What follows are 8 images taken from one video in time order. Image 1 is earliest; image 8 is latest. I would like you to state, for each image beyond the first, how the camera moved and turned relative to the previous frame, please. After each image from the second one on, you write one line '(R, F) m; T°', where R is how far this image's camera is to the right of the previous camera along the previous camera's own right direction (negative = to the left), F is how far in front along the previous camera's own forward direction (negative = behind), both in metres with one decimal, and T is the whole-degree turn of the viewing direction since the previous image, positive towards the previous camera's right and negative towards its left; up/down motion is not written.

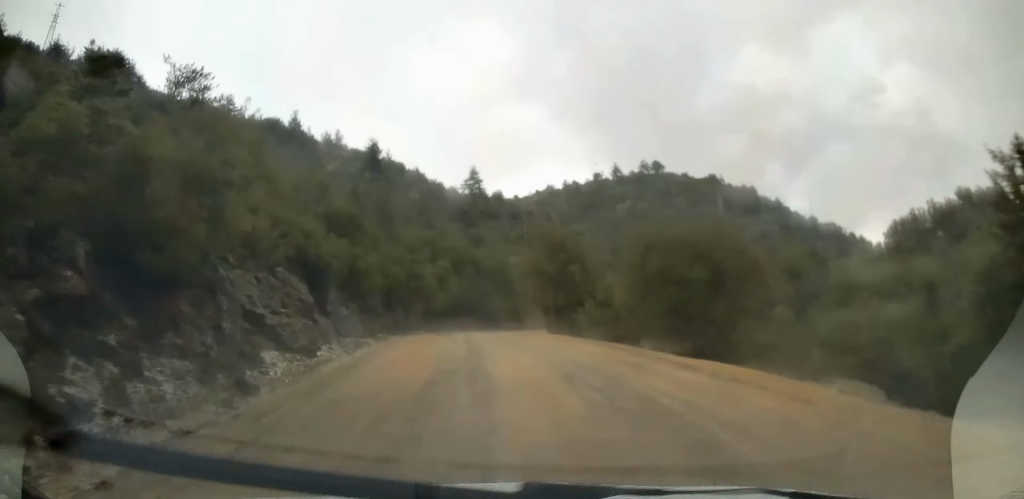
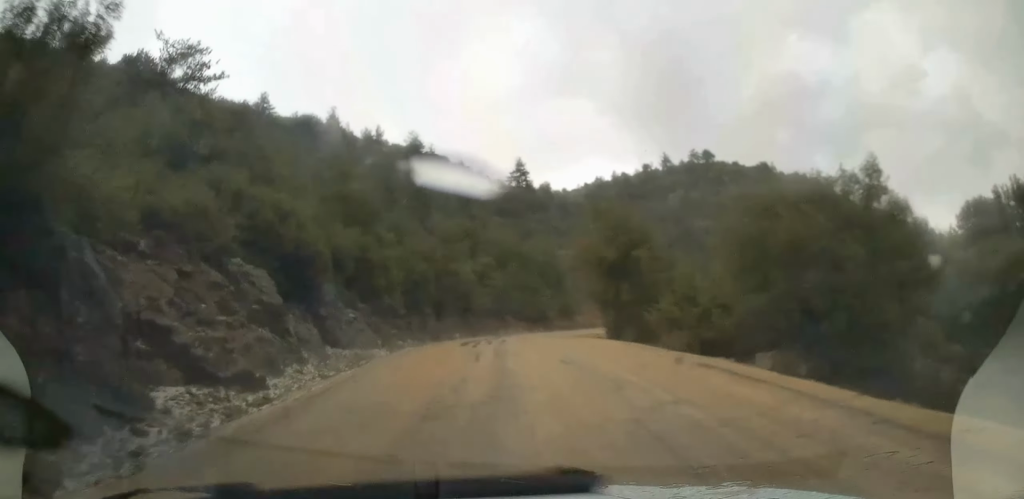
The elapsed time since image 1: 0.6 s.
(-0.6, +6.9) m; -4°
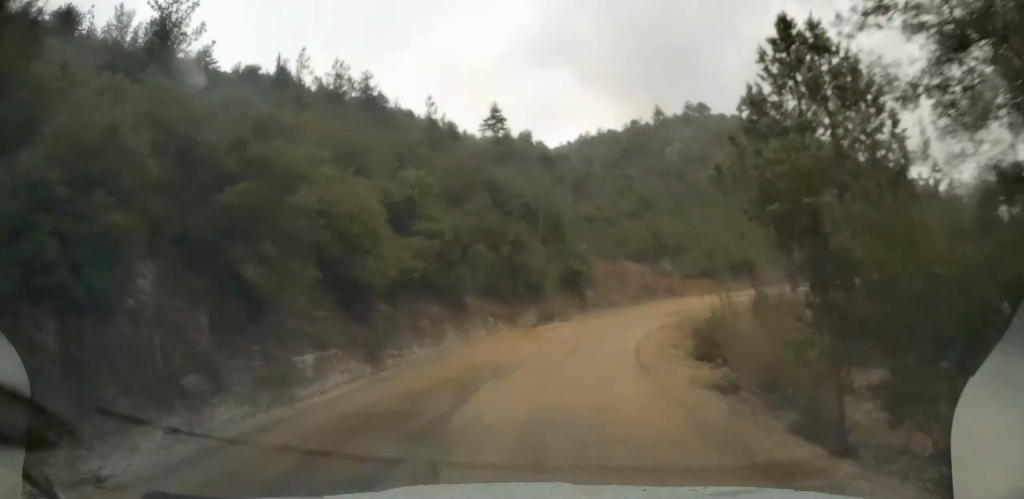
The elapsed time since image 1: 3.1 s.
(-1.5, +27.6) m; 0°
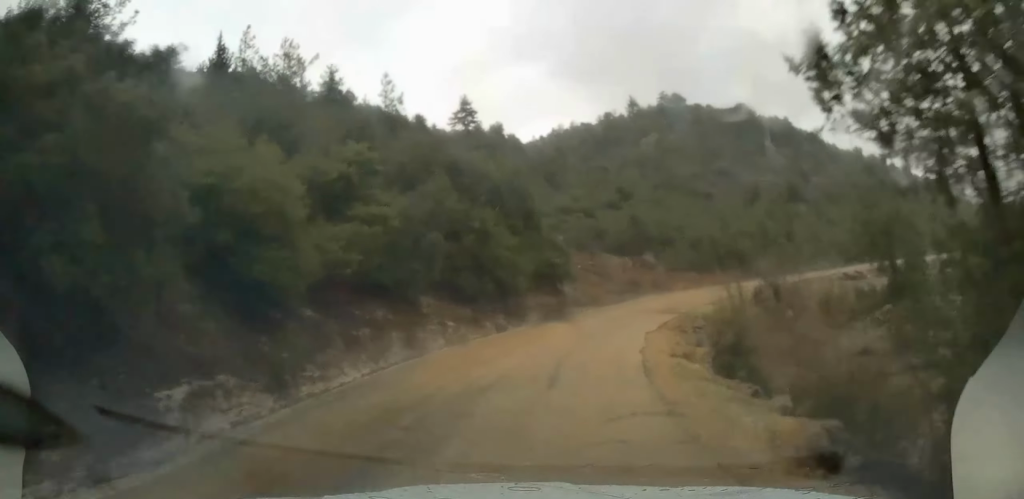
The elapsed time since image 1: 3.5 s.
(+0.3, +5.0) m; +3°
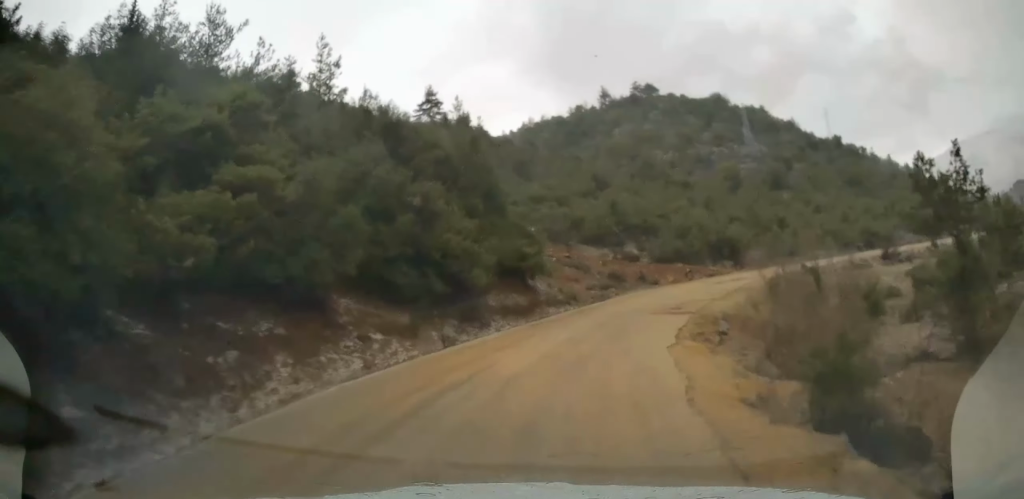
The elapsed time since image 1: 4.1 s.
(+0.1, +6.9) m; +5°
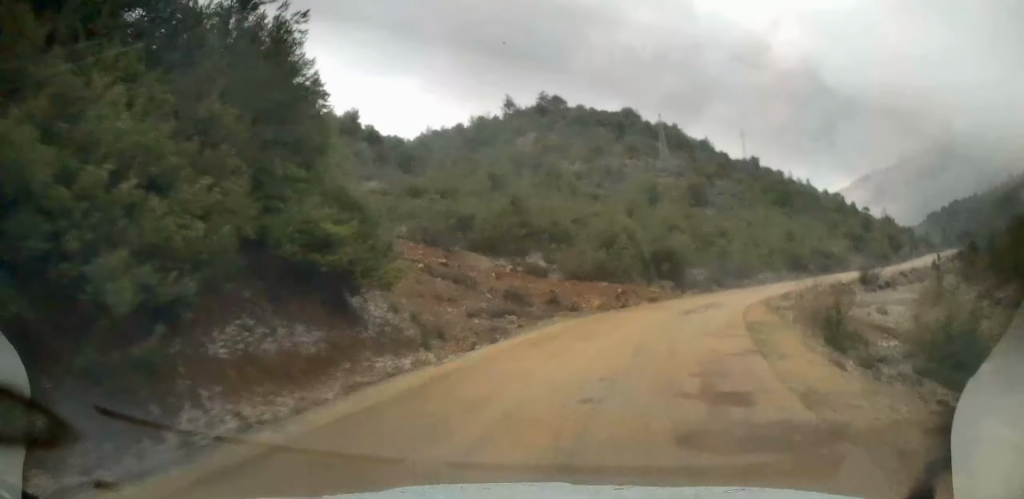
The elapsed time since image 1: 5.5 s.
(+1.8, +15.4) m; +12°
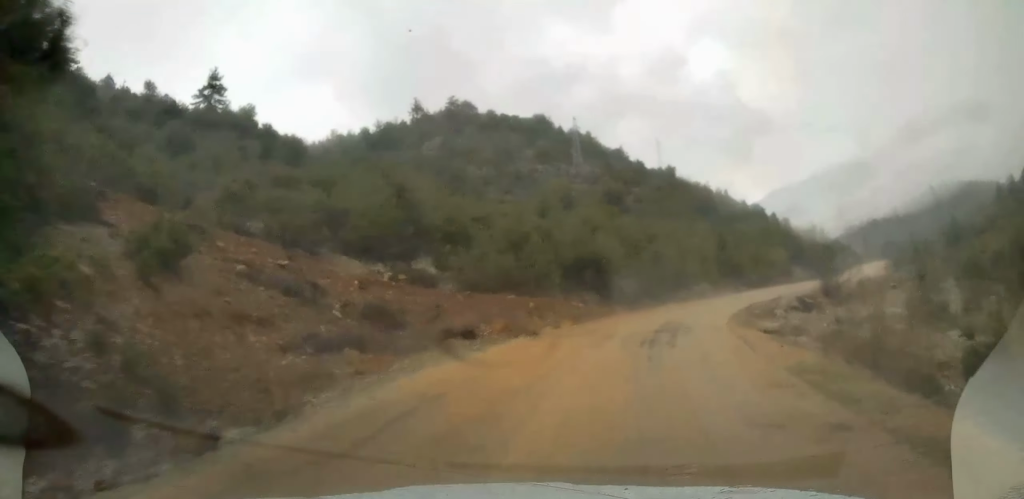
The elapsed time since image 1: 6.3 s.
(+0.6, +9.4) m; +7°
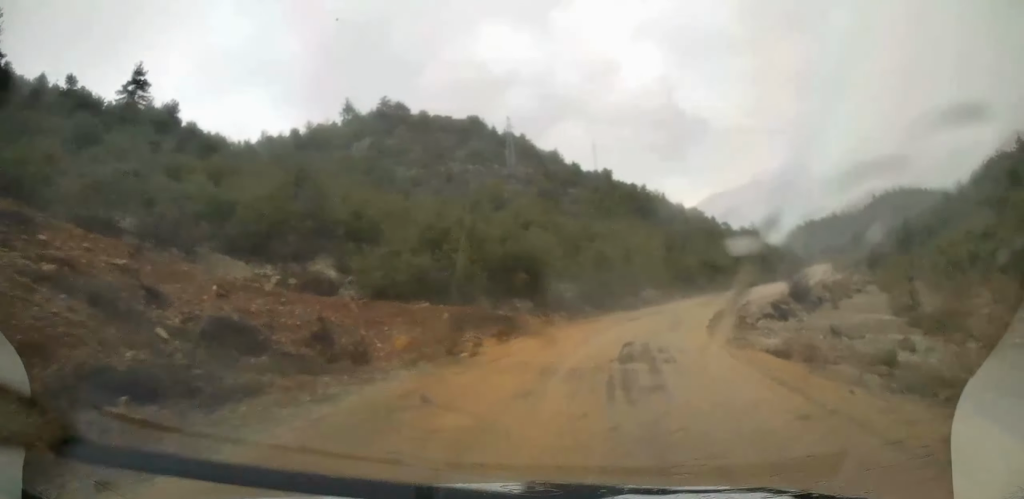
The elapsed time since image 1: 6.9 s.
(+0.1, +6.1) m; +4°
